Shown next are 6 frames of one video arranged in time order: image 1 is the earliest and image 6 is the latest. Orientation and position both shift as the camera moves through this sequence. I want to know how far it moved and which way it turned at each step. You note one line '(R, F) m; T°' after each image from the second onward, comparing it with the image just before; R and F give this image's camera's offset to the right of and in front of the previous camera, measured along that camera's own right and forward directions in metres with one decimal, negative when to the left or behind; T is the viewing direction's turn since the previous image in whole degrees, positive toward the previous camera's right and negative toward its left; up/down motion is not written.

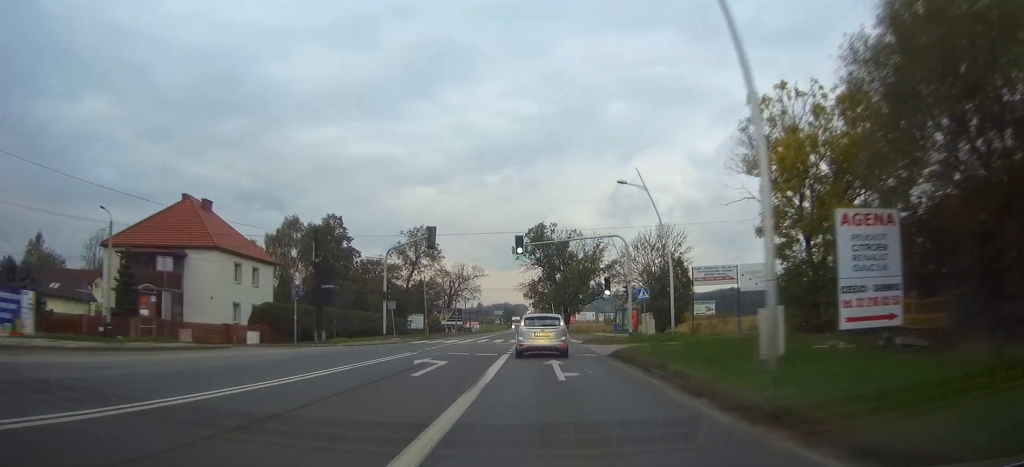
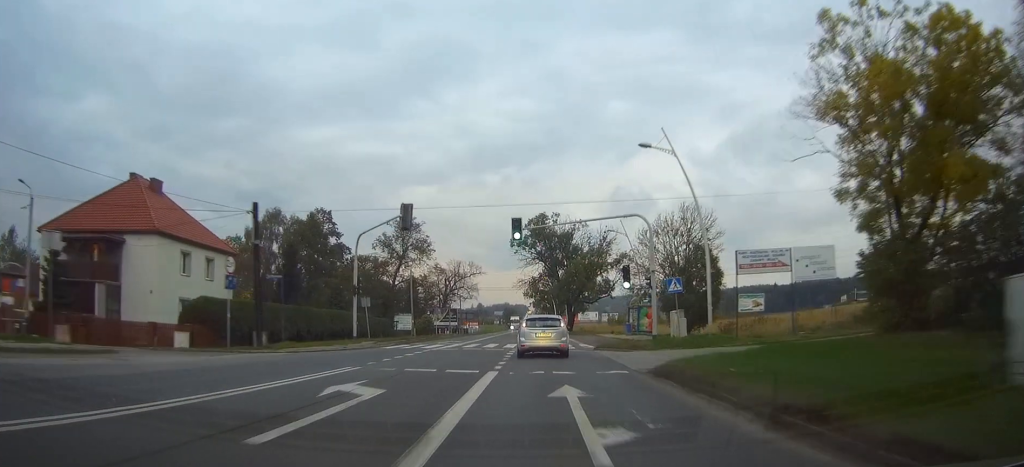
(0.0, +8.6) m; 0°
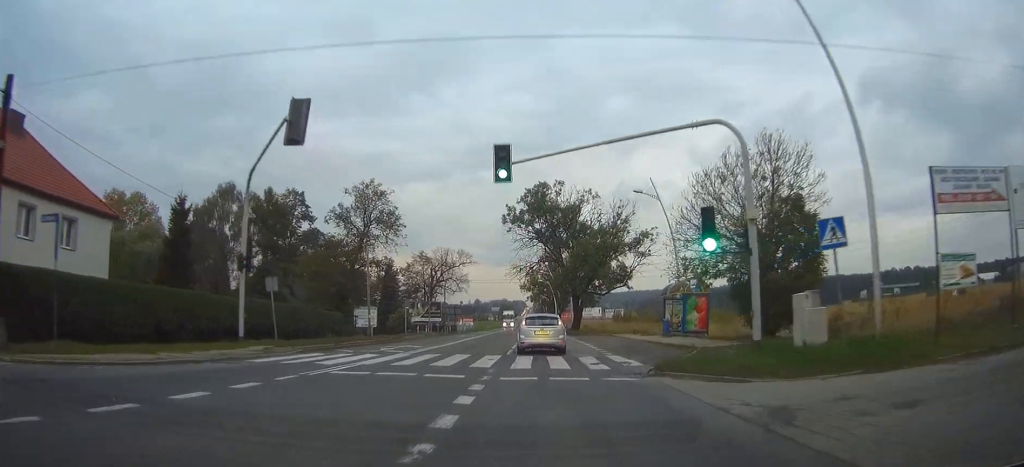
(0.0, +16.4) m; 0°
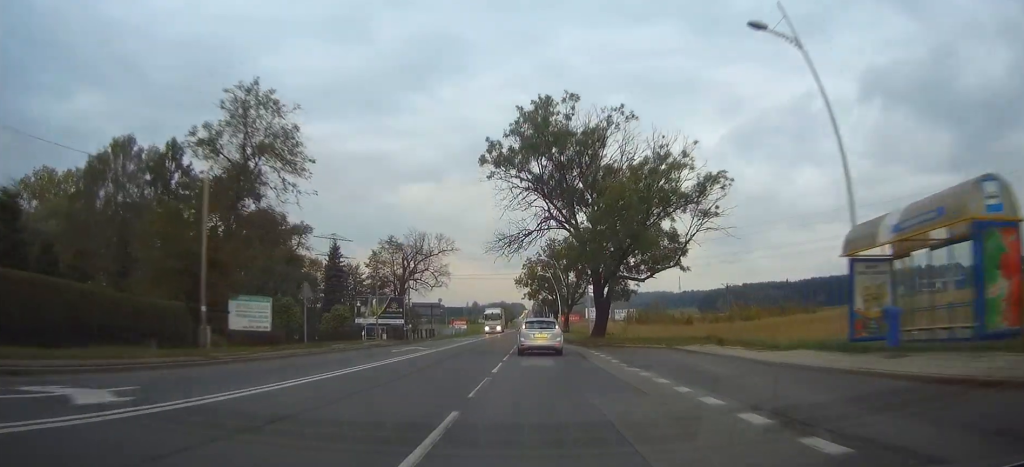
(-0.1, +24.9) m; 0°
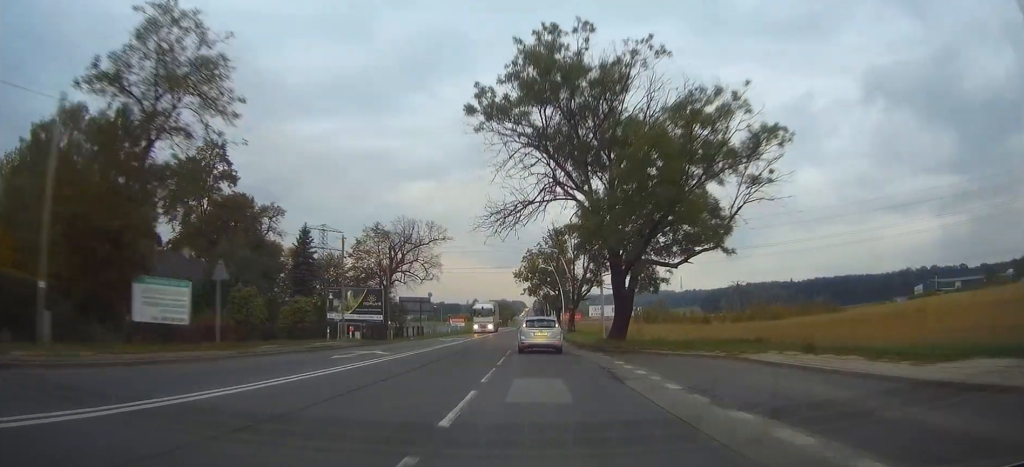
(0.0, +9.3) m; 0°
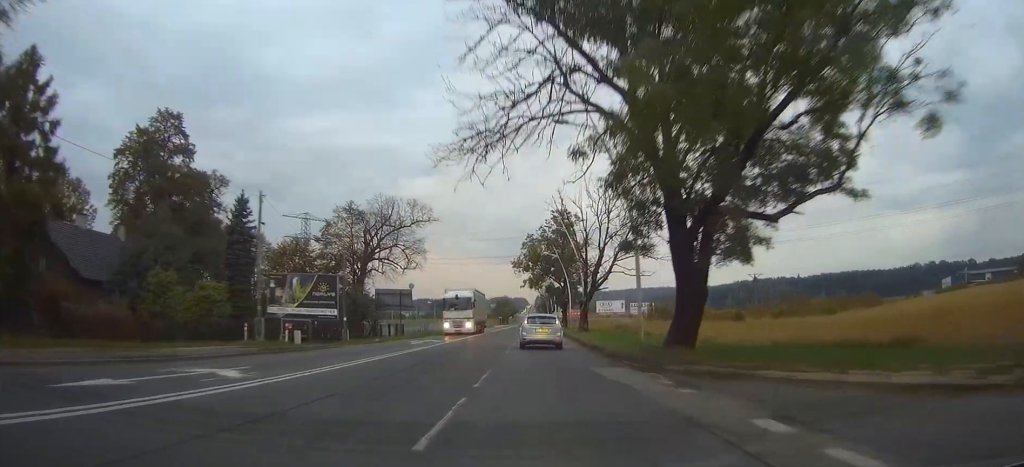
(0.0, +13.4) m; 0°
